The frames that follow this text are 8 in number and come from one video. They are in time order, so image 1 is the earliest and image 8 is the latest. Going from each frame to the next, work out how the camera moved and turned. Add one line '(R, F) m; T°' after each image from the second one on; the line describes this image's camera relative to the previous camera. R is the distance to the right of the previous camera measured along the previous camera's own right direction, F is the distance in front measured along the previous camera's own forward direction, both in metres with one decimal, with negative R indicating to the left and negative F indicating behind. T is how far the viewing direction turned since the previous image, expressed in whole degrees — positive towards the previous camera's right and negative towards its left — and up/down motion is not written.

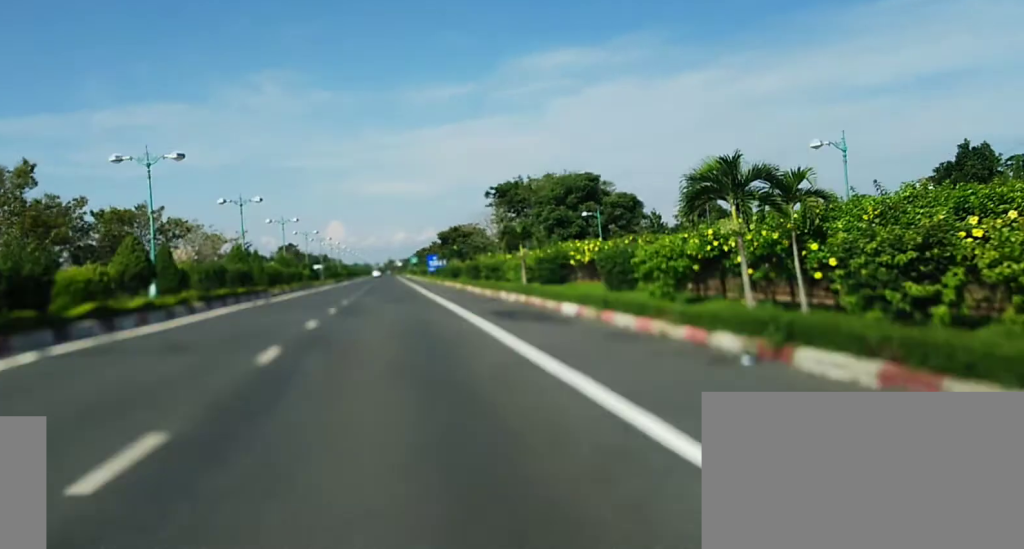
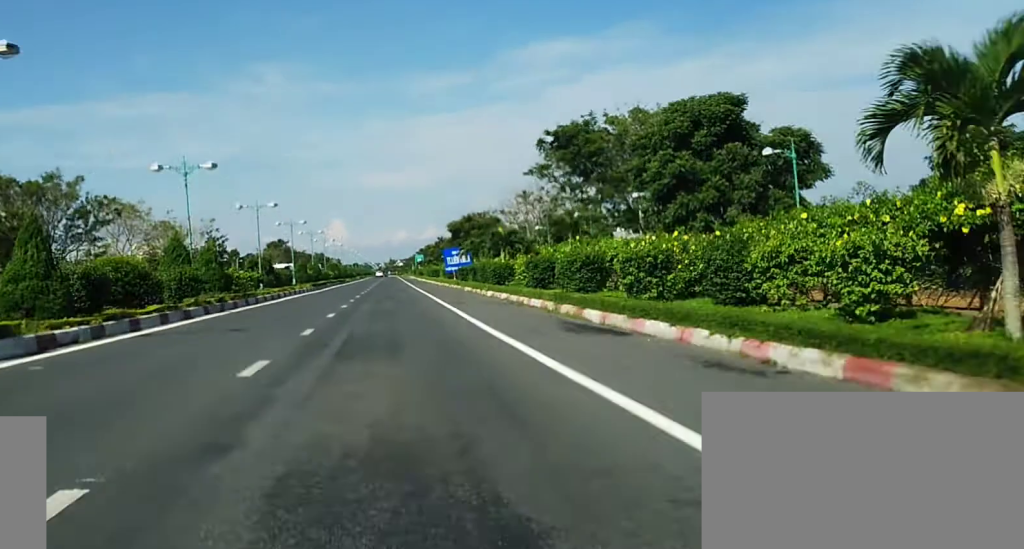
(-0.2, +34.8) m; 0°
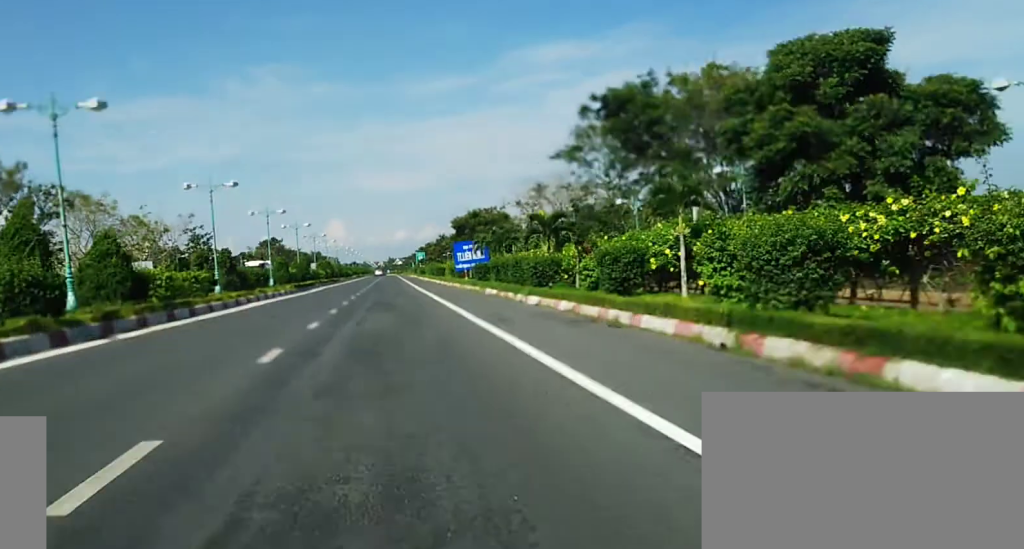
(+0.1, +14.6) m; +1°
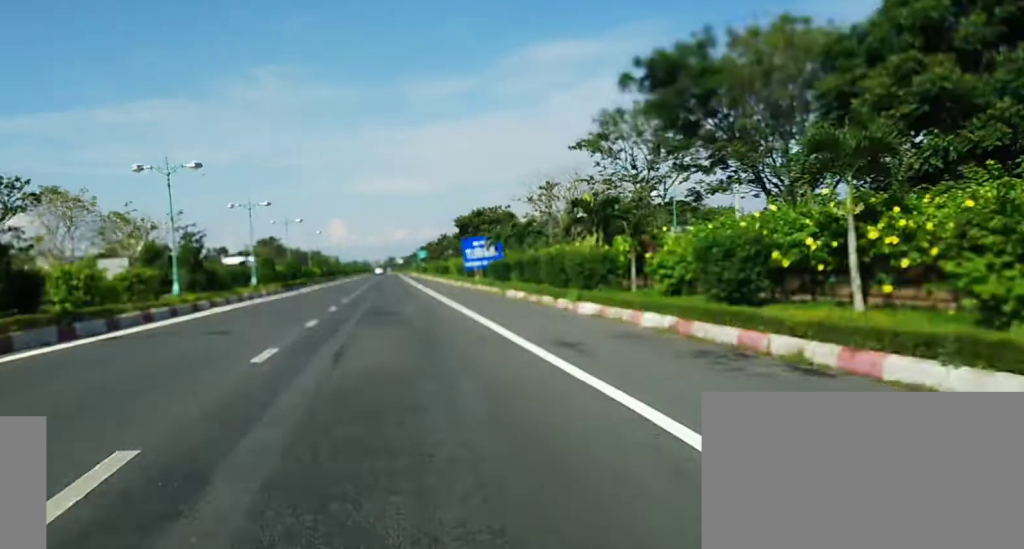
(0.0, +8.8) m; 0°
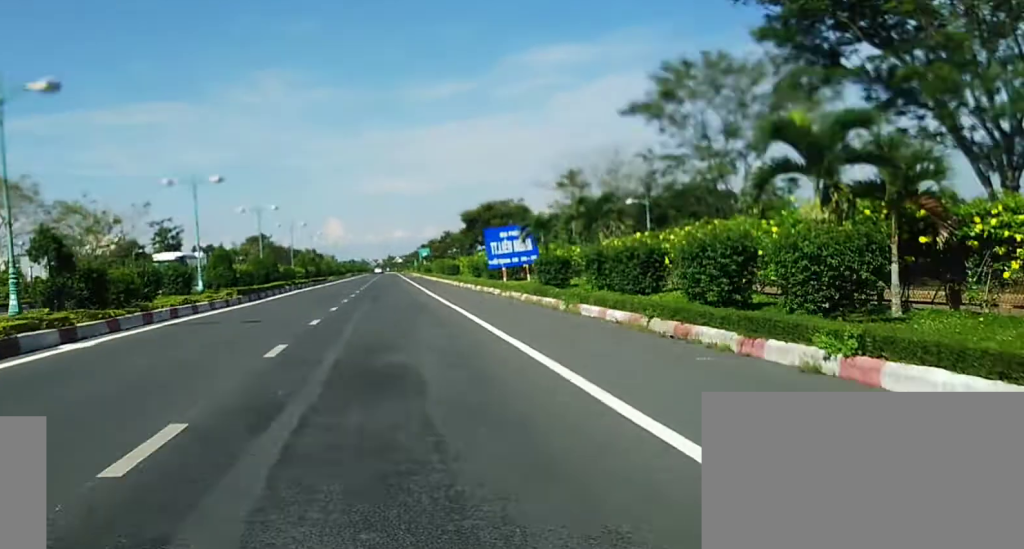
(+0.2, +14.7) m; 0°
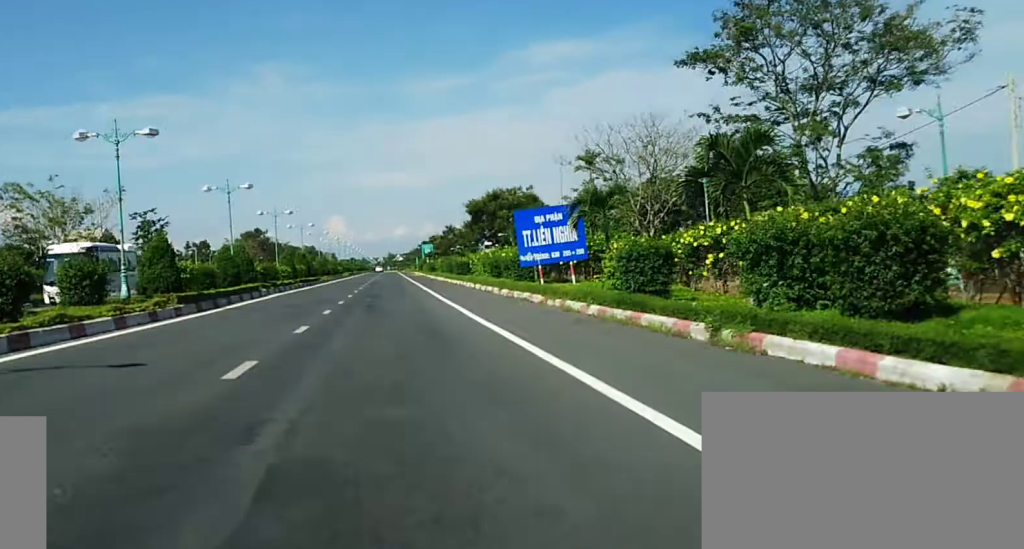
(-0.1, +11.8) m; 0°
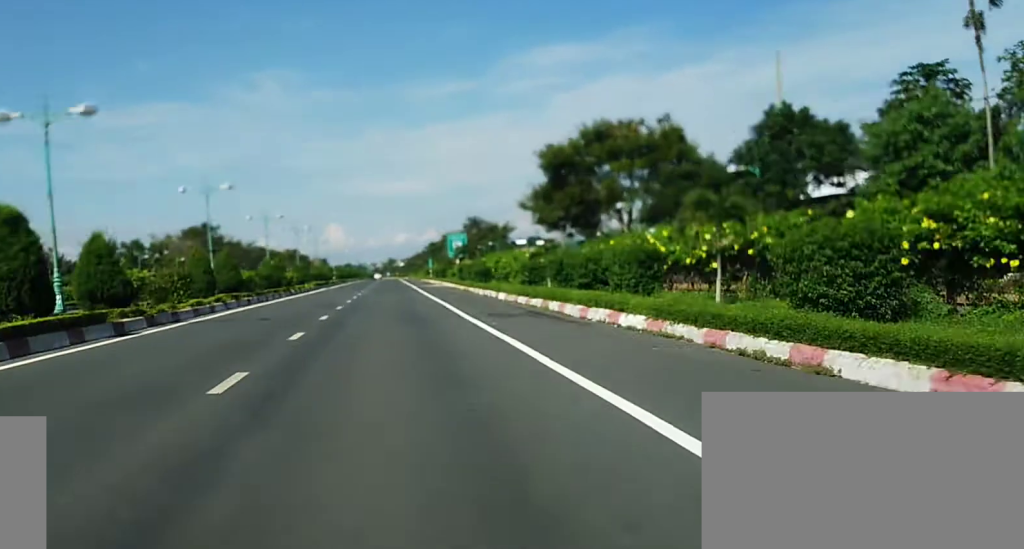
(-0.7, +65.6) m; -1°
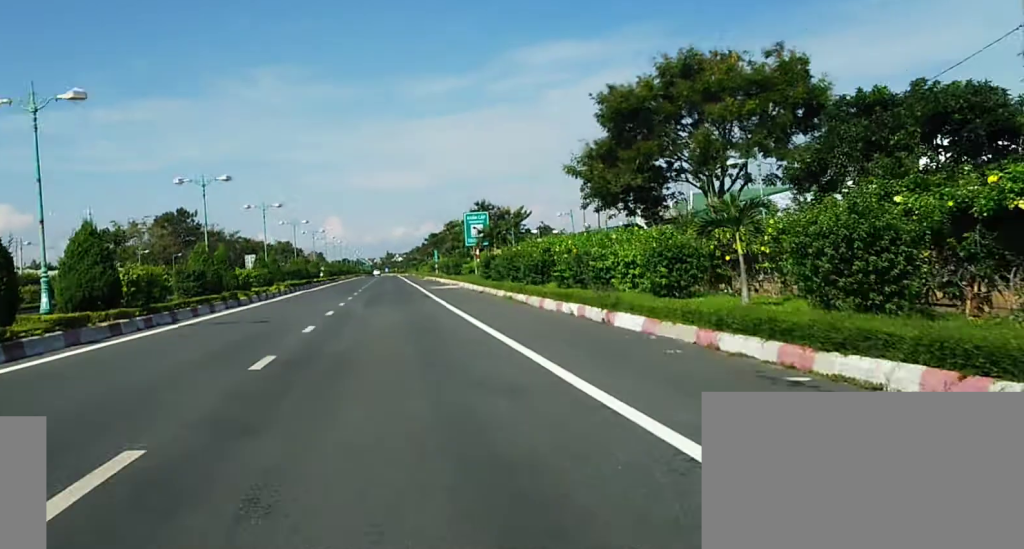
(0.0, +21.1) m; 0°
